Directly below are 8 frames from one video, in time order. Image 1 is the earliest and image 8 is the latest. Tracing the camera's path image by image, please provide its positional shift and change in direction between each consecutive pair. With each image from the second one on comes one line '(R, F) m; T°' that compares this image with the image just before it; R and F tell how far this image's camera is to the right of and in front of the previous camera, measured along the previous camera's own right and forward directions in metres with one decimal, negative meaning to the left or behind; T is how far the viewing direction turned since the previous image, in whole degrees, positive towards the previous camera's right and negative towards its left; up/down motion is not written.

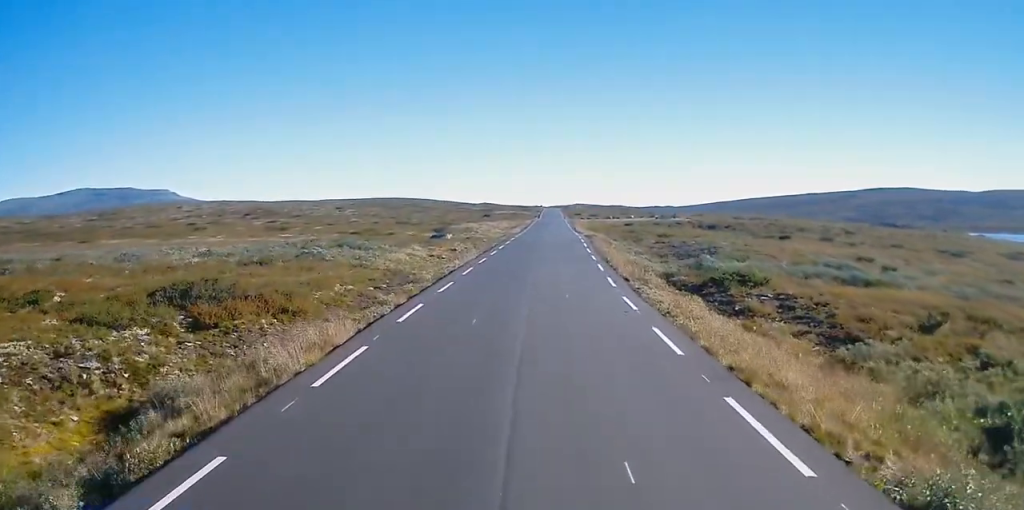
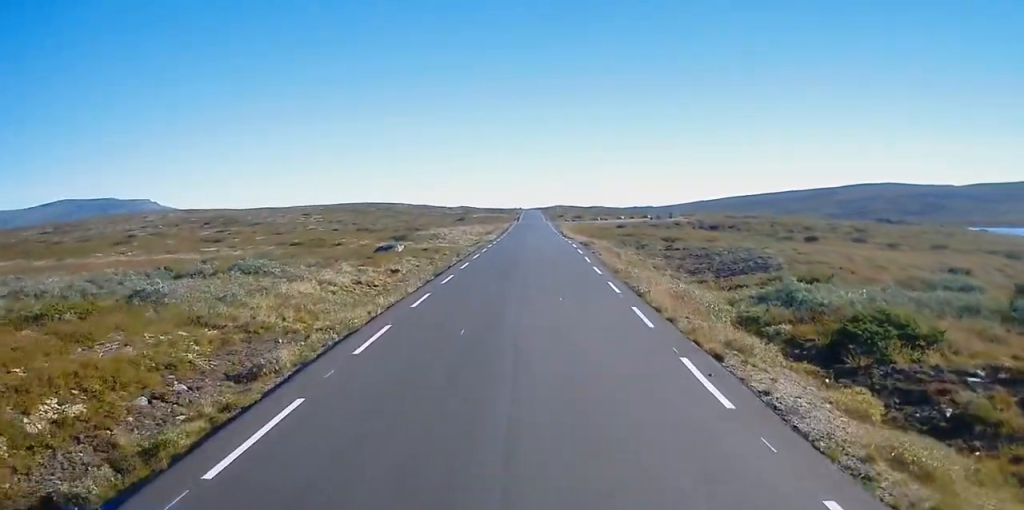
(-0.2, +15.5) m; -1°
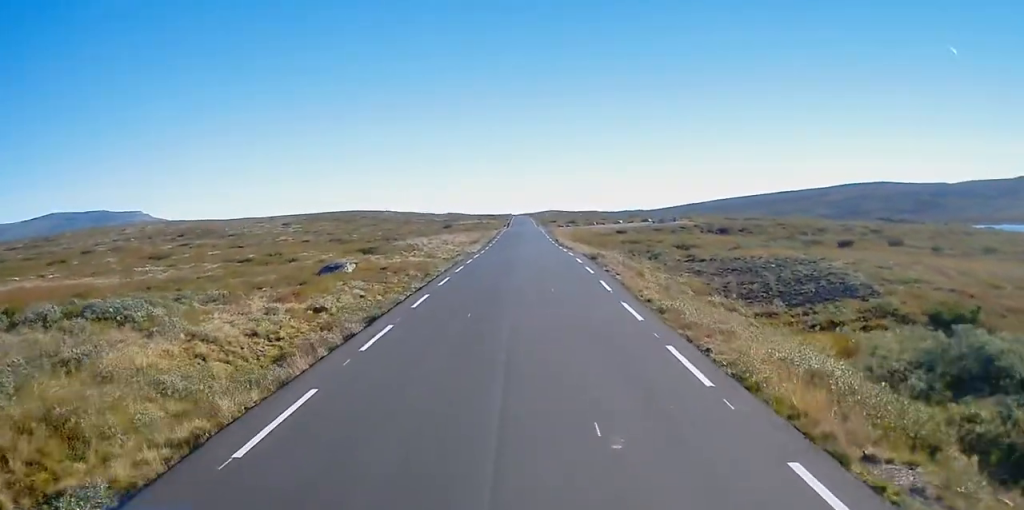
(+0.1, +11.2) m; +2°
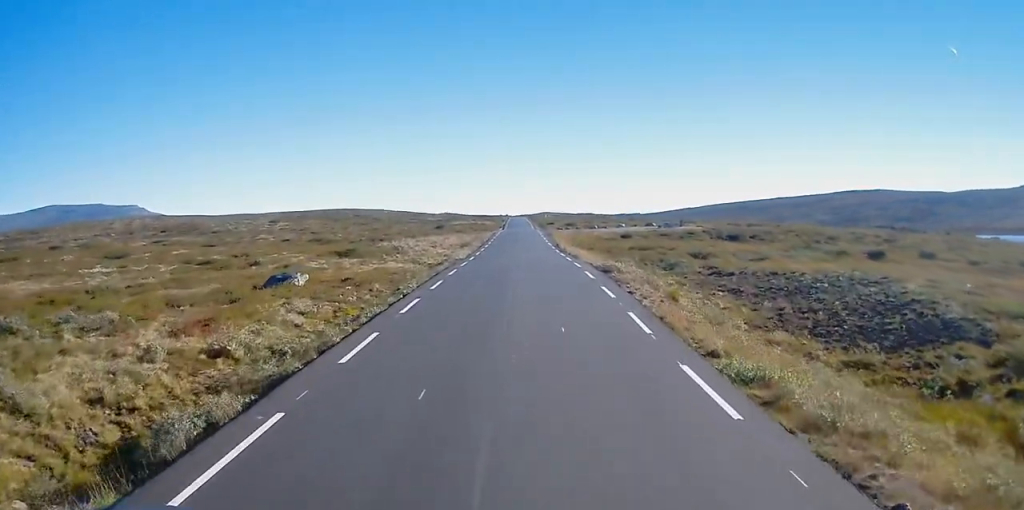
(+0.2, +7.4) m; 0°
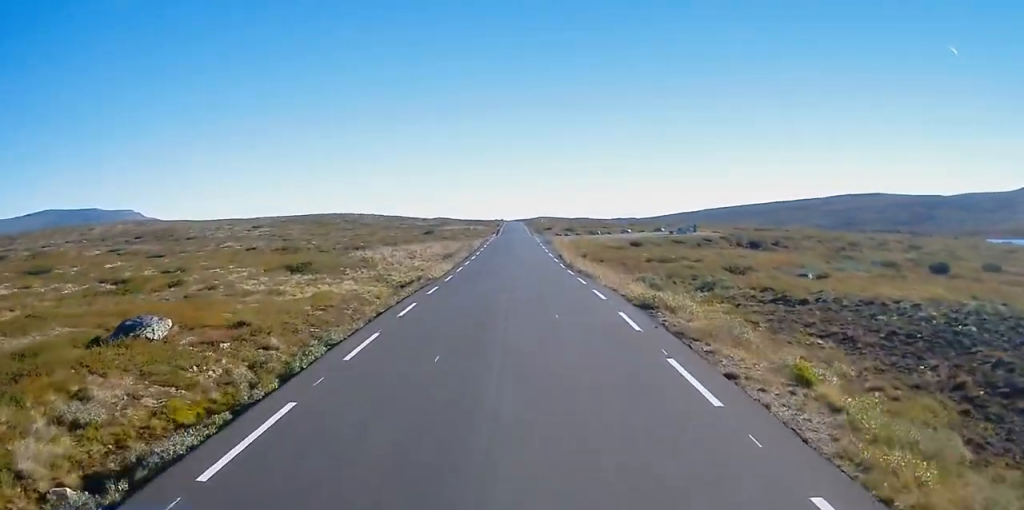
(+0.1, +11.4) m; -1°
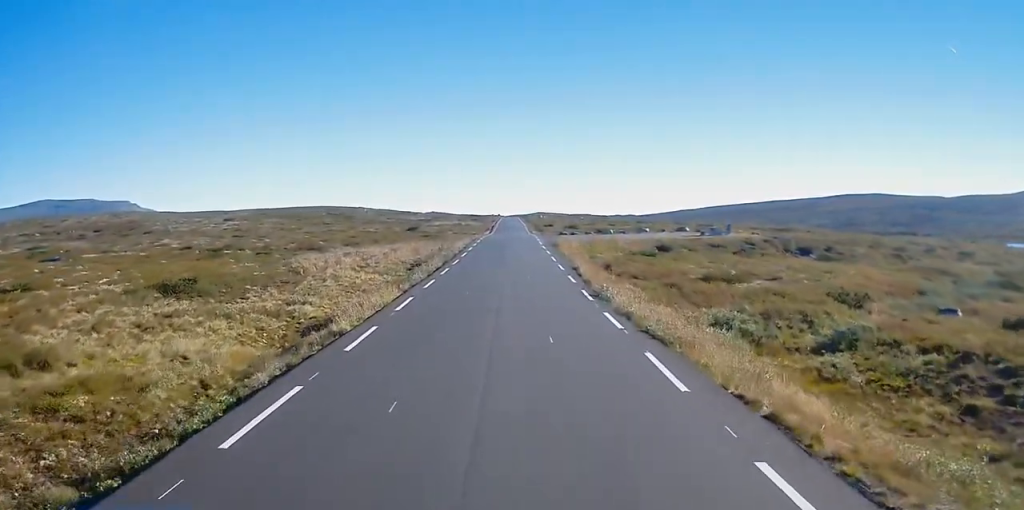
(-0.5, +17.2) m; 0°
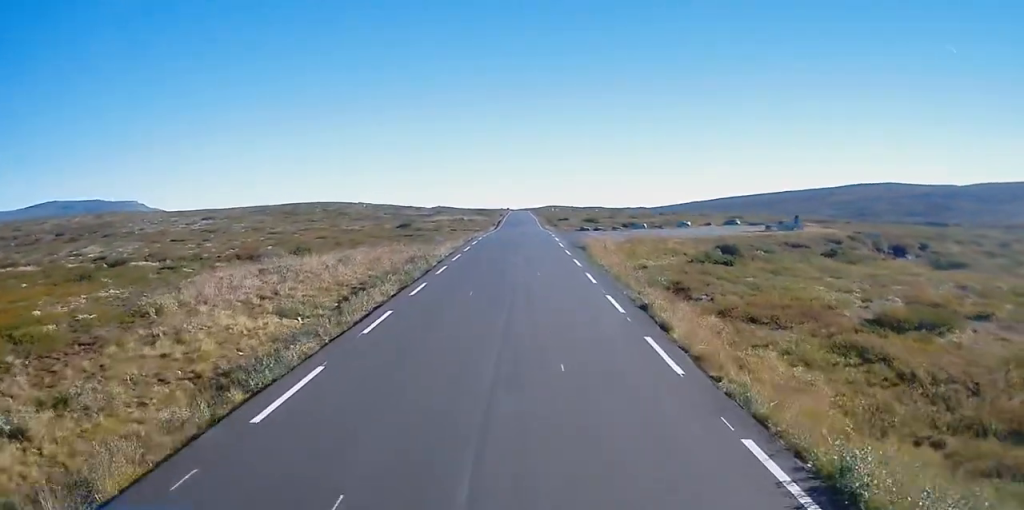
(+0.5, +17.4) m; +1°
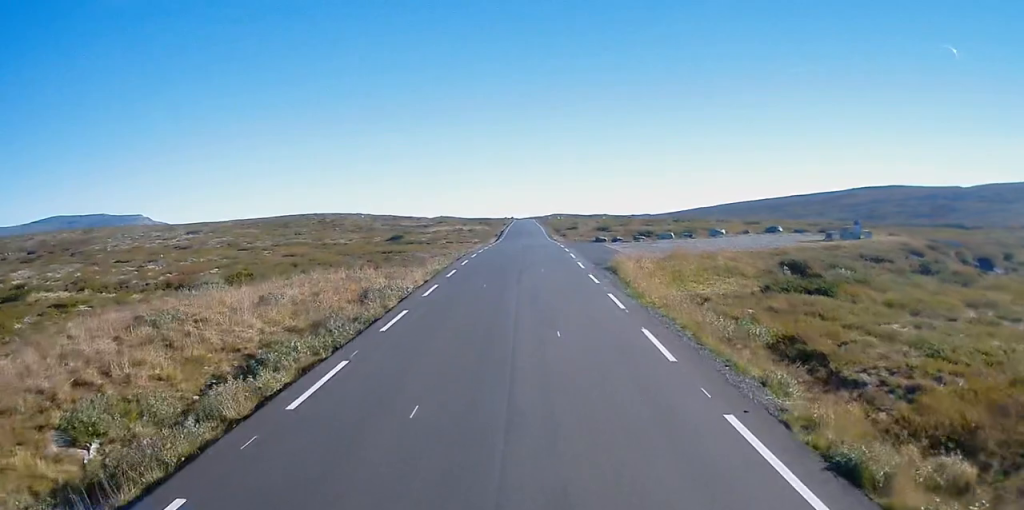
(-0.3, +11.2) m; -1°
